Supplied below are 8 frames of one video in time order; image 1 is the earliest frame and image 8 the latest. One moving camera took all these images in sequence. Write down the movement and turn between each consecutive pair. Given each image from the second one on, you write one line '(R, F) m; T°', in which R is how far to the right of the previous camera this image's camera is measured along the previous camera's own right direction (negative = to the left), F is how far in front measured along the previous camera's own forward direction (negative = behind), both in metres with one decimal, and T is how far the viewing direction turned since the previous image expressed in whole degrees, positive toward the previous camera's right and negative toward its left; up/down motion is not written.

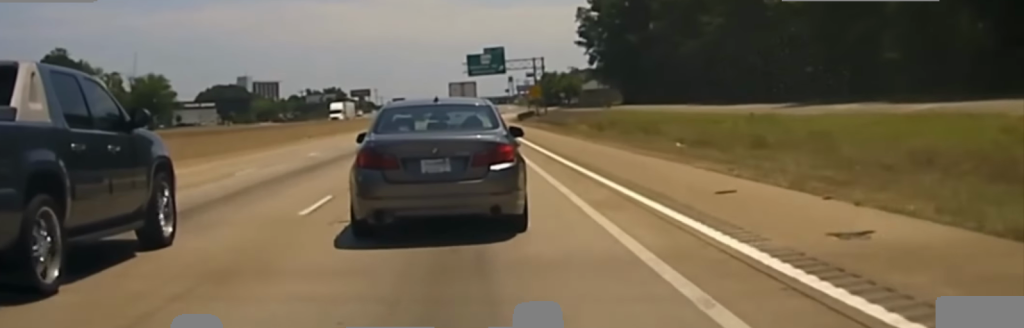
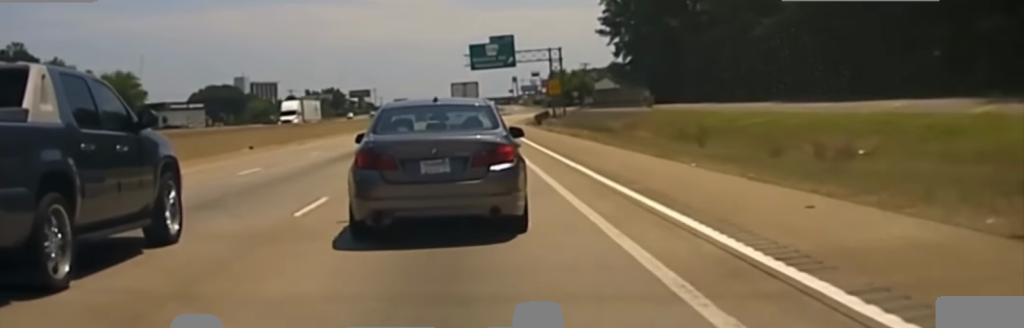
(+0.1, +21.6) m; 0°
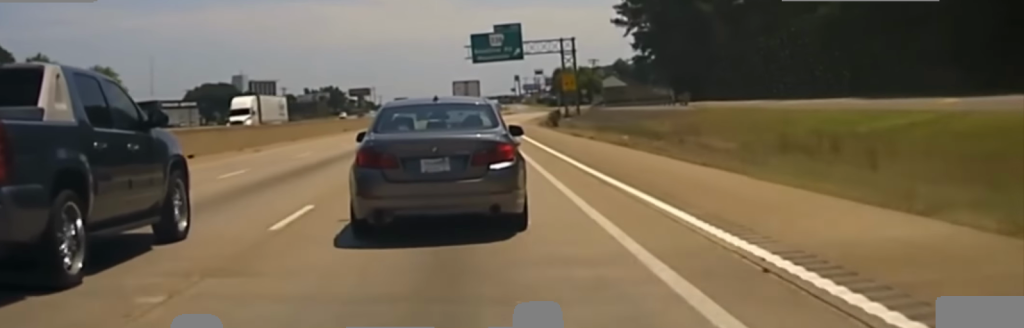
(0.0, +12.1) m; 0°
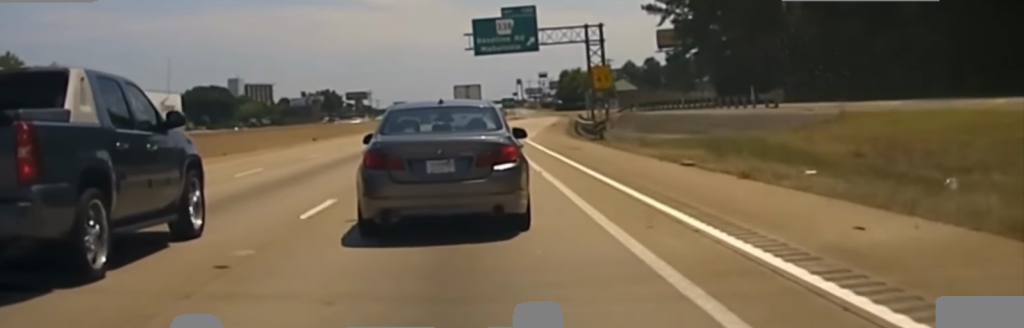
(+0.1, +19.7) m; -1°
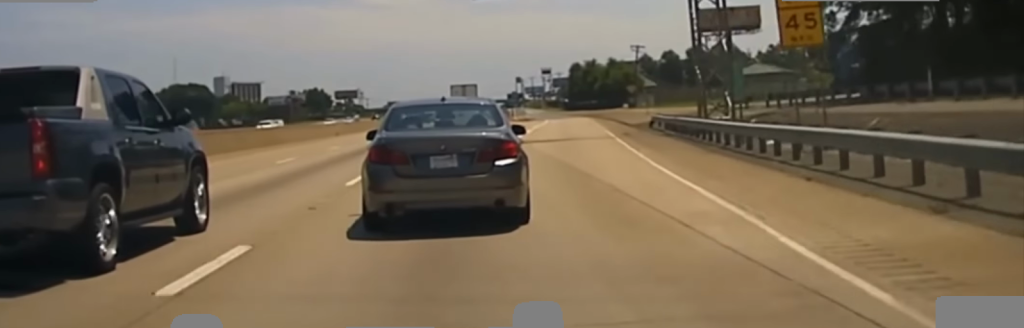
(-0.5, +40.9) m; 0°
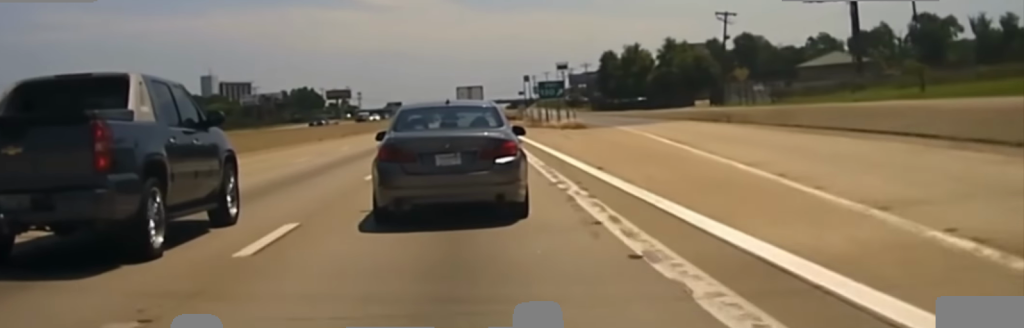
(+0.5, +64.1) m; +1°
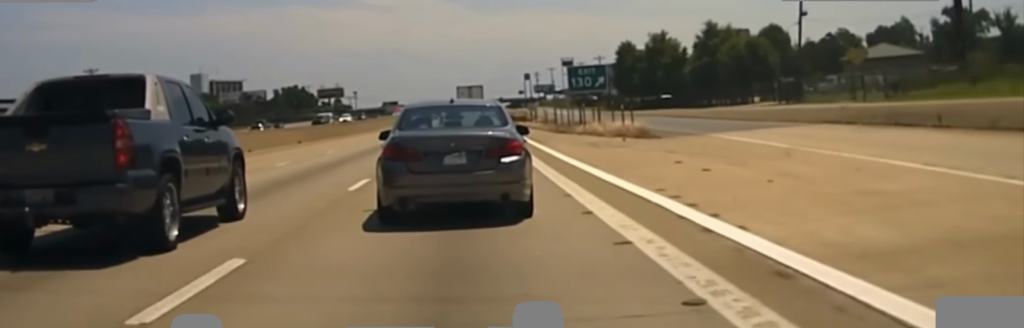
(+0.1, +31.4) m; 0°
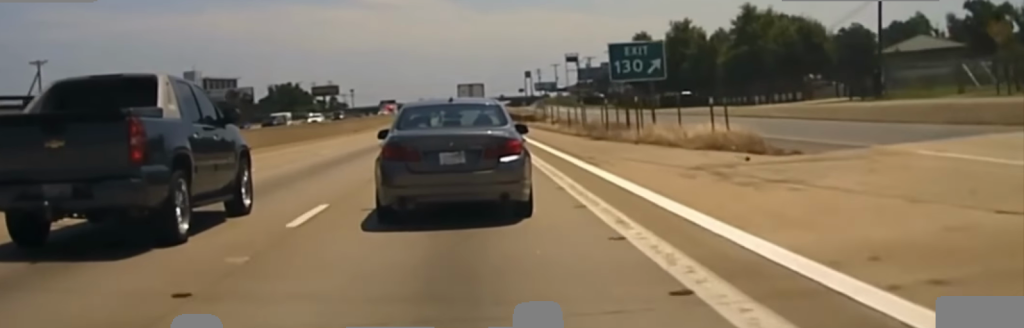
(-0.1, +20.3) m; 0°
